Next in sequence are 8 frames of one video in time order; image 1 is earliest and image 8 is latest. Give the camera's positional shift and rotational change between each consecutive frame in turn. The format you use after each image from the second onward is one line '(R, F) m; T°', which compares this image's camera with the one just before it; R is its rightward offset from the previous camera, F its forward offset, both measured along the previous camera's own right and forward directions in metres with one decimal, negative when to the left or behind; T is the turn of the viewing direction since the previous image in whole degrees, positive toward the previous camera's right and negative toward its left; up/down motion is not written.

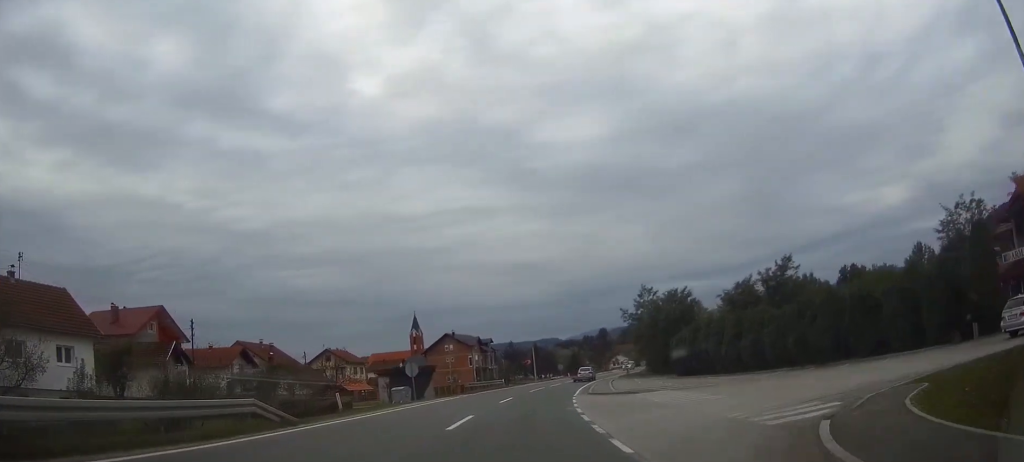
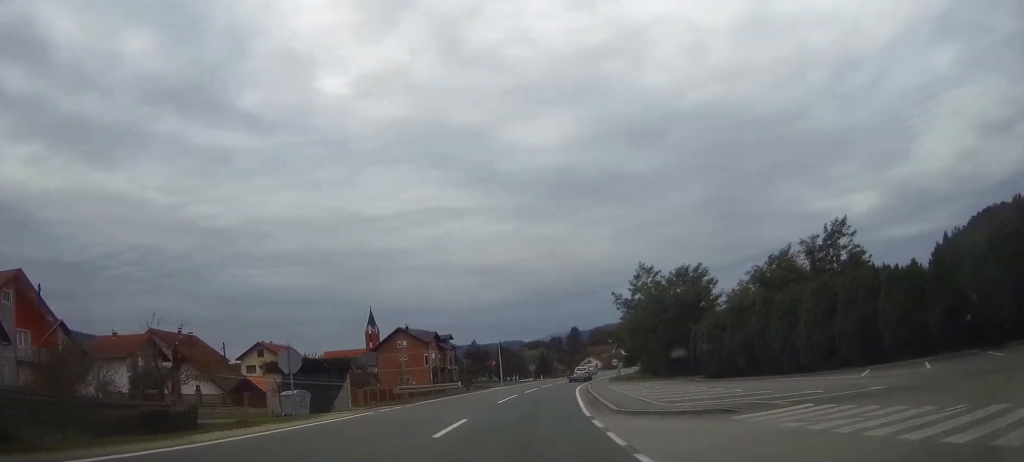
(+0.3, +18.7) m; +1°
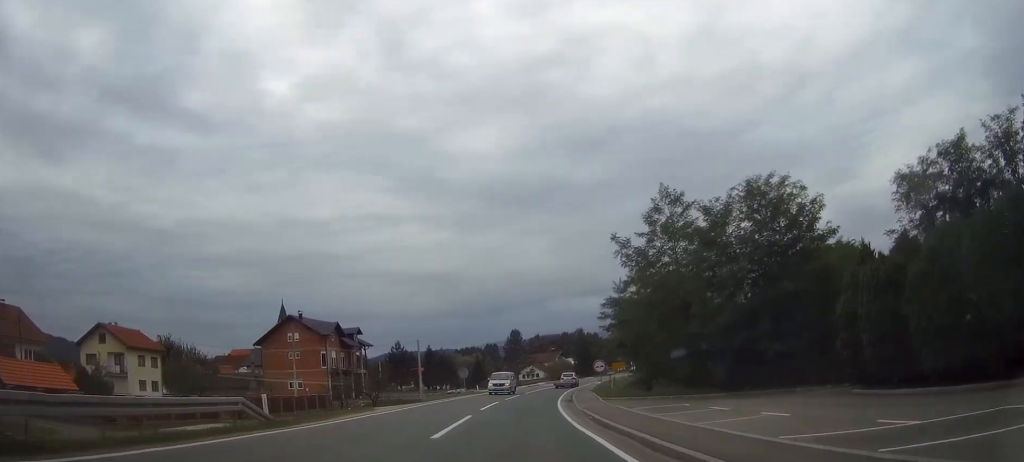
(+1.4, +31.4) m; +6°
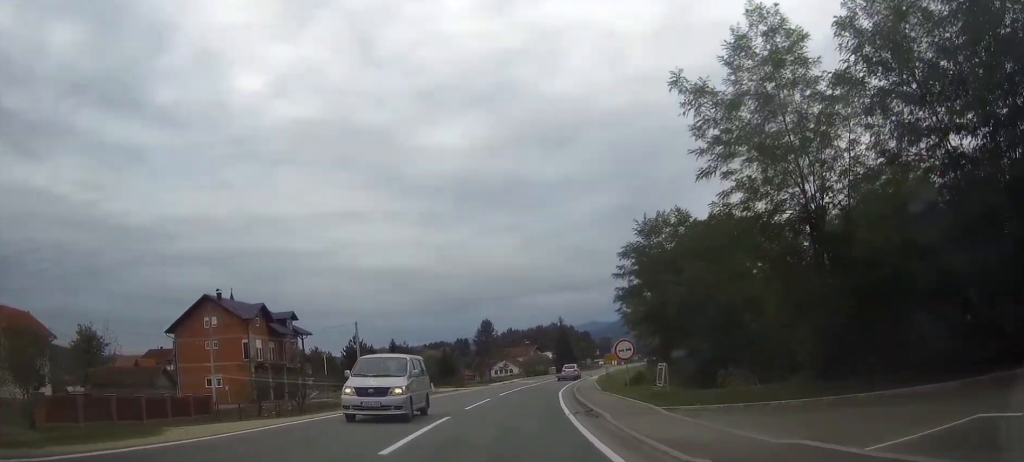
(+0.3, +19.5) m; +2°
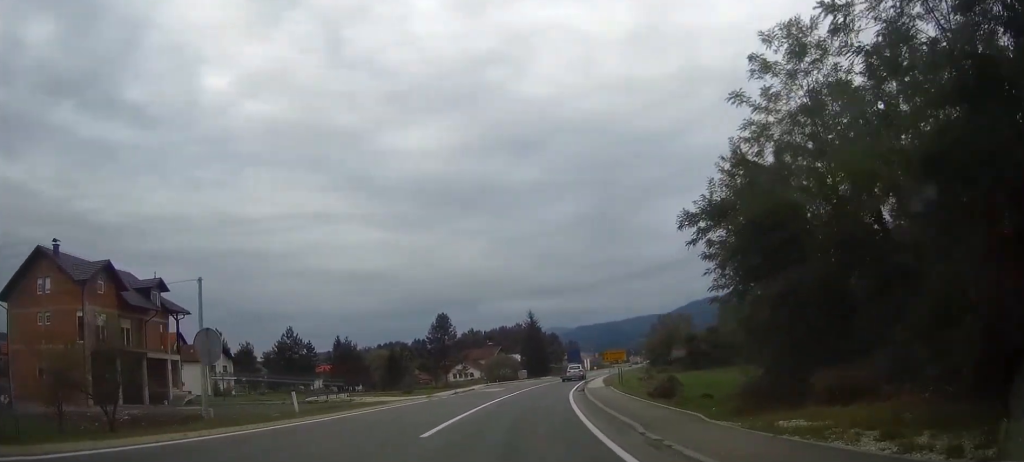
(+1.0, +26.0) m; +4°
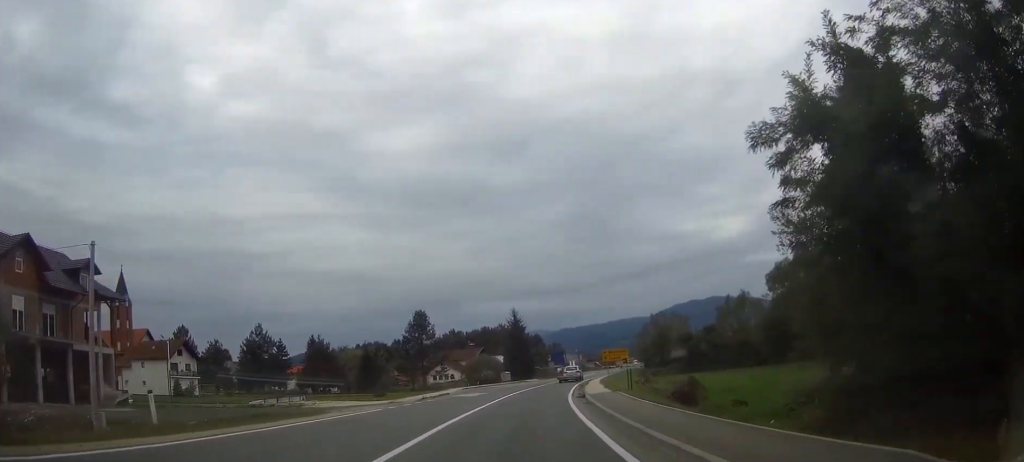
(0.0, +8.8) m; +1°
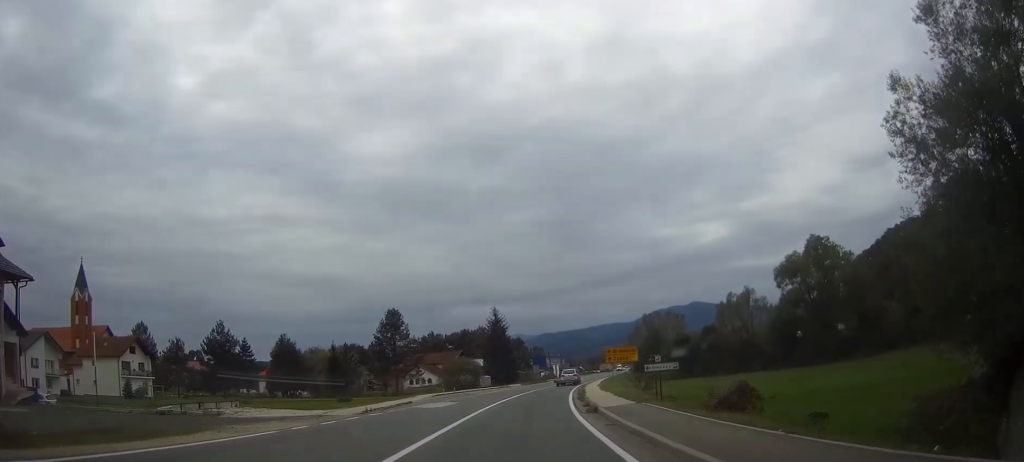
(+0.1, +10.5) m; +2°
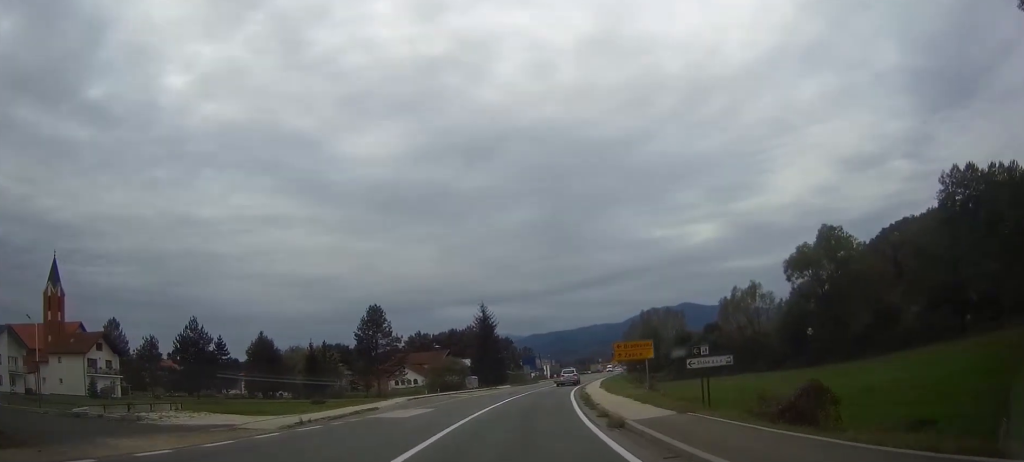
(0.0, +7.2) m; +1°
